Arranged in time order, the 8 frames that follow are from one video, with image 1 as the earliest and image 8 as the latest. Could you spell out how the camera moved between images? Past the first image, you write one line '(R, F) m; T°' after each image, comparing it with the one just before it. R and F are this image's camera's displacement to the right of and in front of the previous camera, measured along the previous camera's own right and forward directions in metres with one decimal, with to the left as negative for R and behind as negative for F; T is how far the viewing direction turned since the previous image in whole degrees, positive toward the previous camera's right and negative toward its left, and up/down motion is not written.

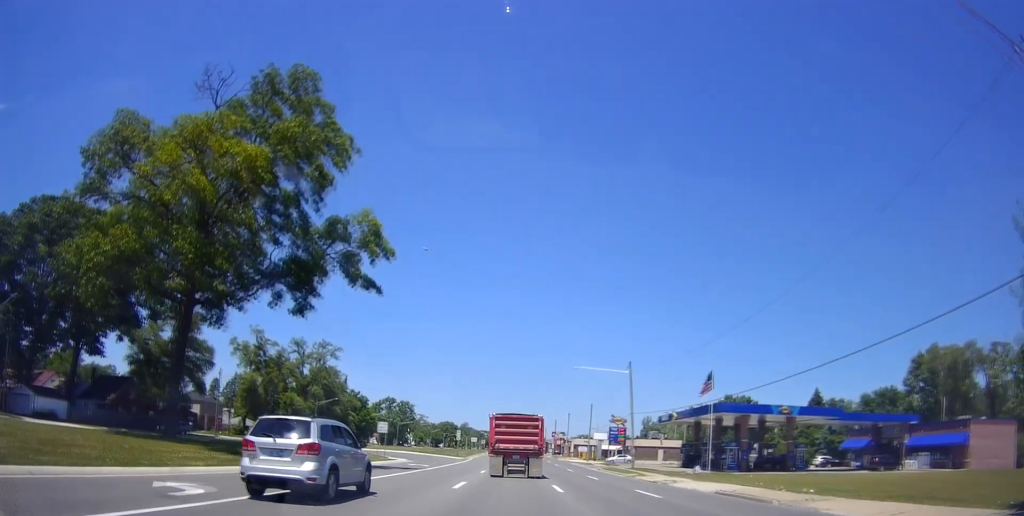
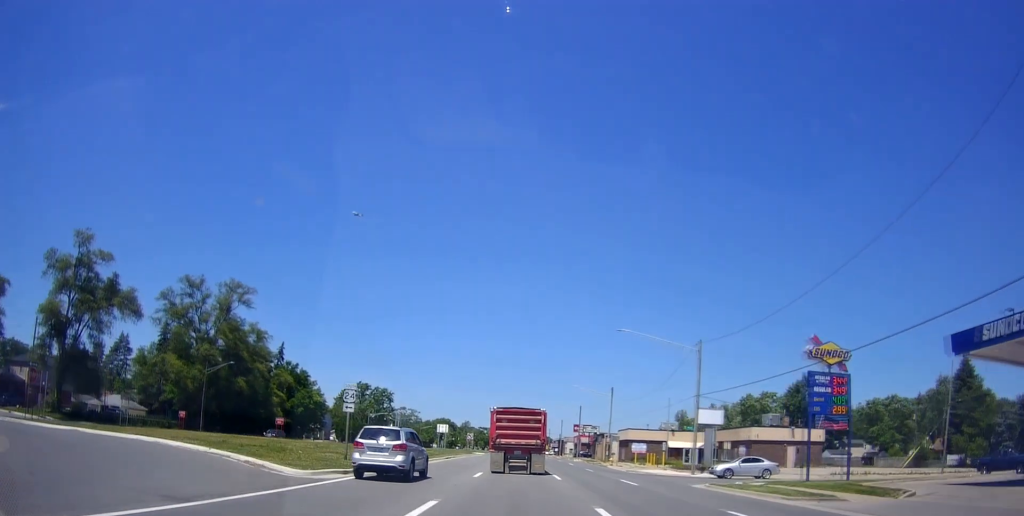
(-1.7, +55.6) m; -1°
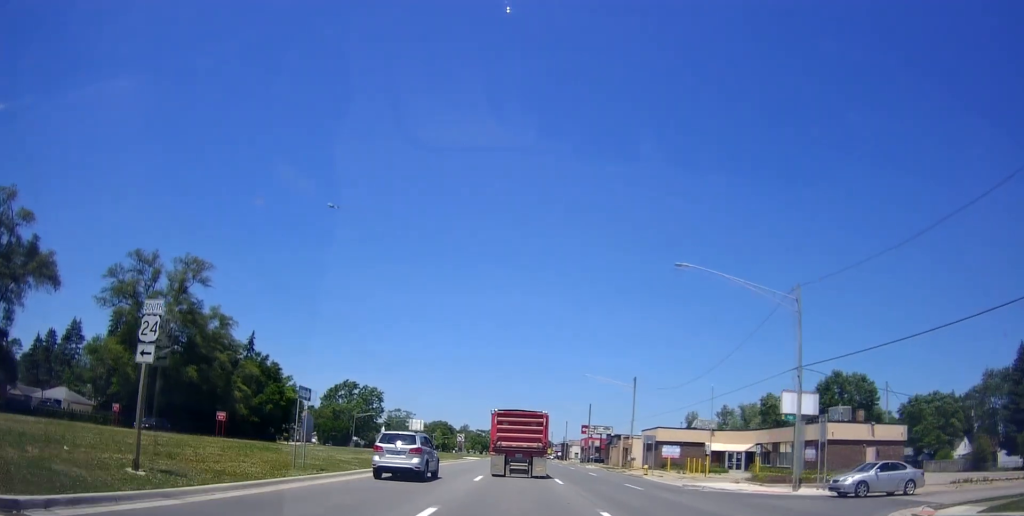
(-0.1, +15.8) m; -1°
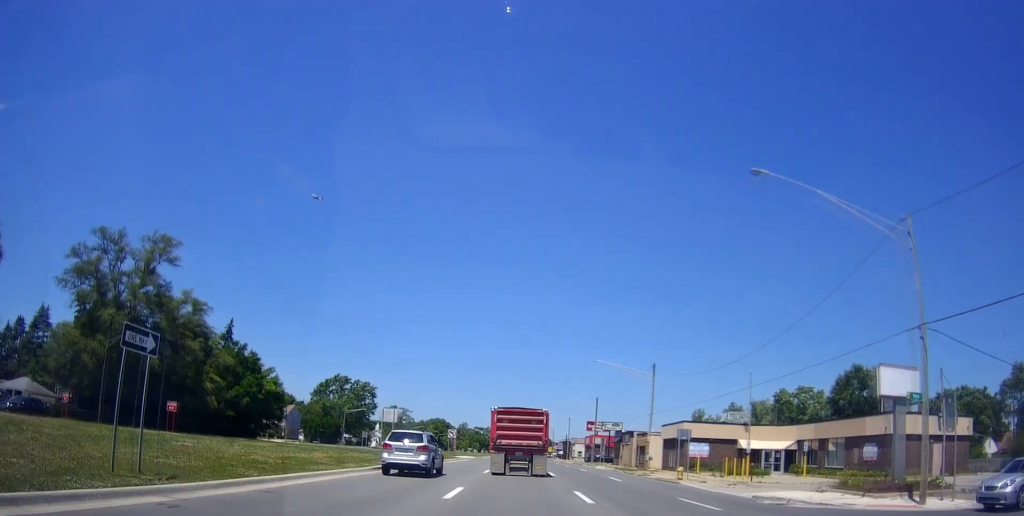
(-0.1, +9.5) m; 0°
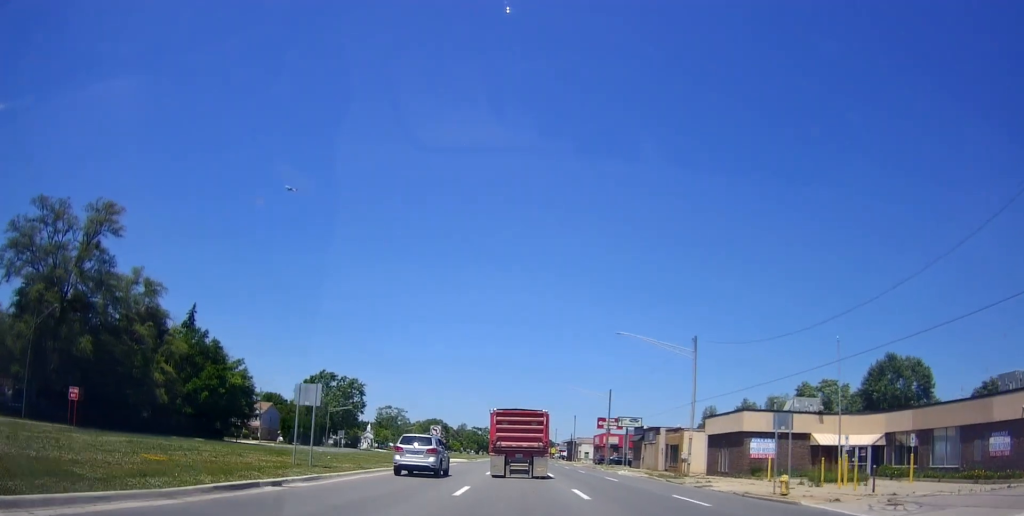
(0.0, +14.0) m; 0°
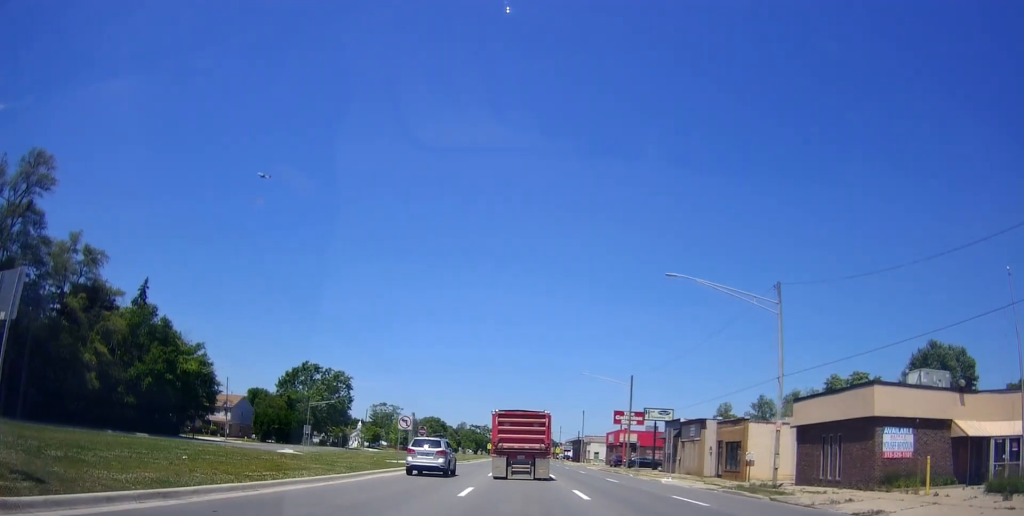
(0.0, +15.1) m; +1°
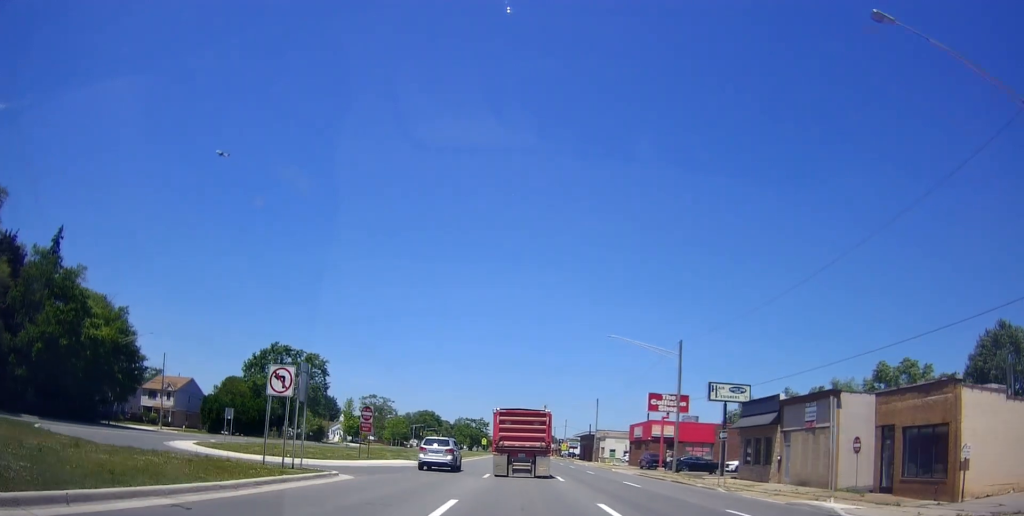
(+0.3, +21.2) m; +1°
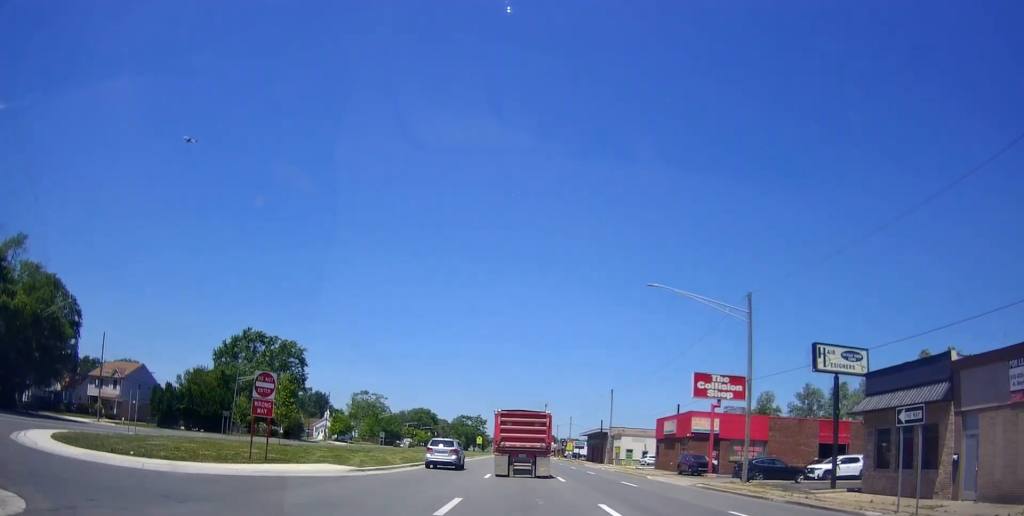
(+0.1, +15.4) m; -2°
